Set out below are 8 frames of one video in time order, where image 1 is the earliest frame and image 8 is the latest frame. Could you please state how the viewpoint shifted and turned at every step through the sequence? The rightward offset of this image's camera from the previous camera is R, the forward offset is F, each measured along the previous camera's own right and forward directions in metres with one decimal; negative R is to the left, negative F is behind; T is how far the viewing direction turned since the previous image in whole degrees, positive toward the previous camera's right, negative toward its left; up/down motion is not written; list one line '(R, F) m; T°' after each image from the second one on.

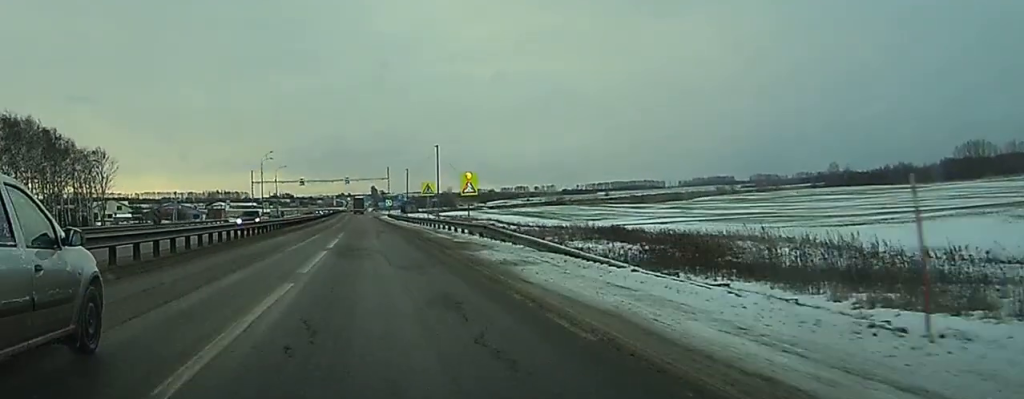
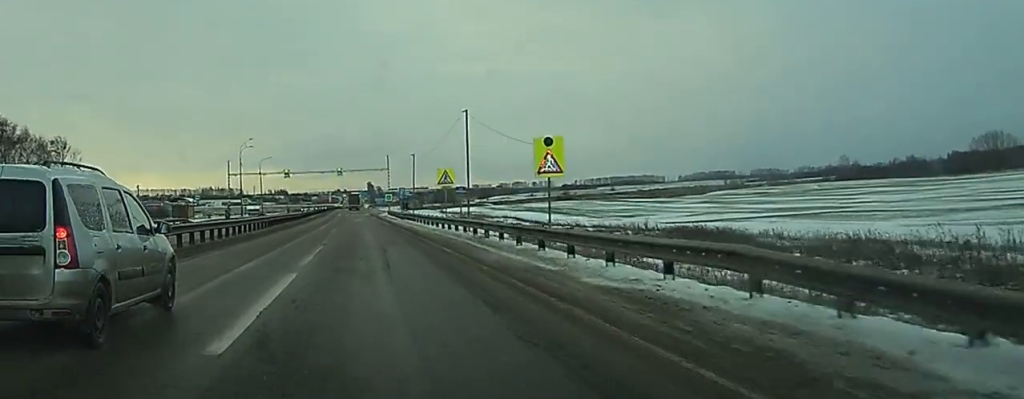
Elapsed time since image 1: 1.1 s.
(-0.5, +22.4) m; -1°
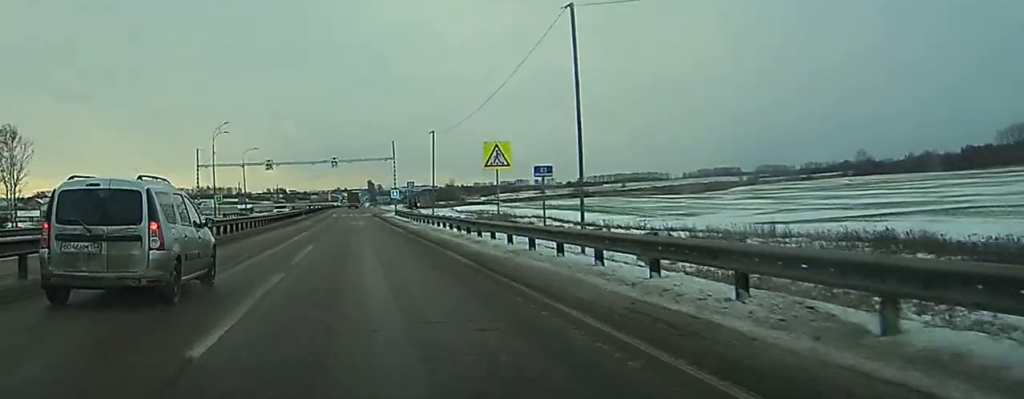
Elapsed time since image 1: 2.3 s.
(+0.2, +24.1) m; 0°
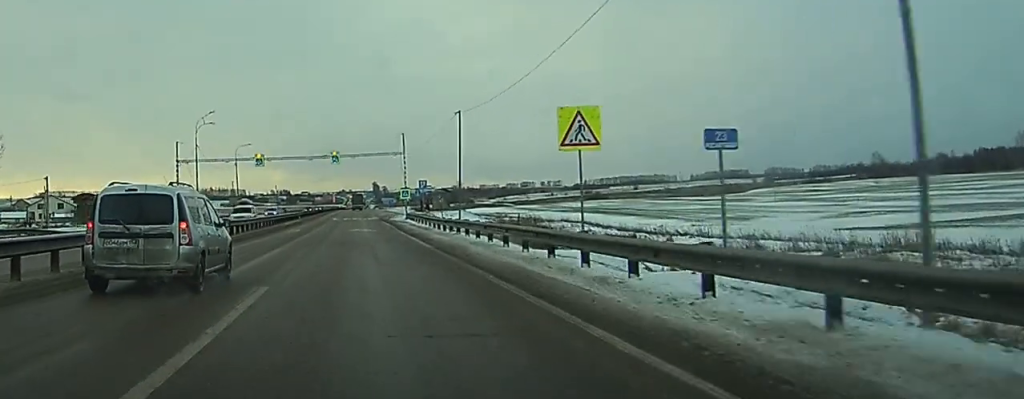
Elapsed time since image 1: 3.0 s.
(0.0, +14.0) m; 0°
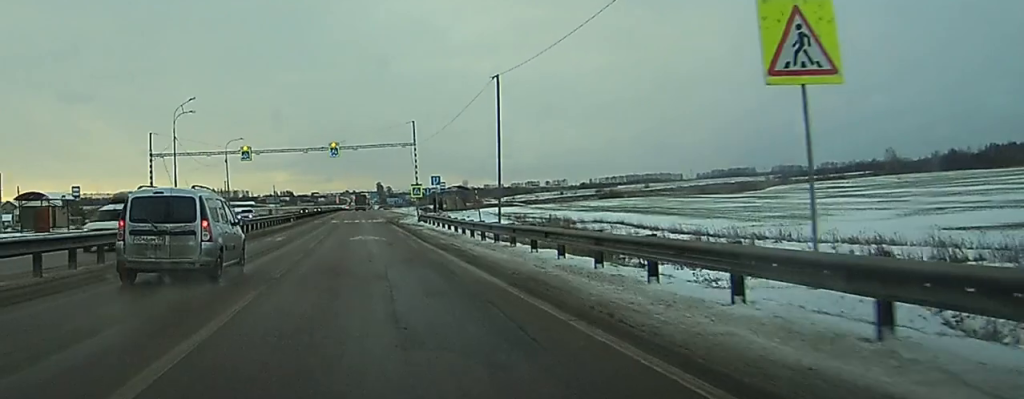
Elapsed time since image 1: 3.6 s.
(0.0, +12.7) m; 0°
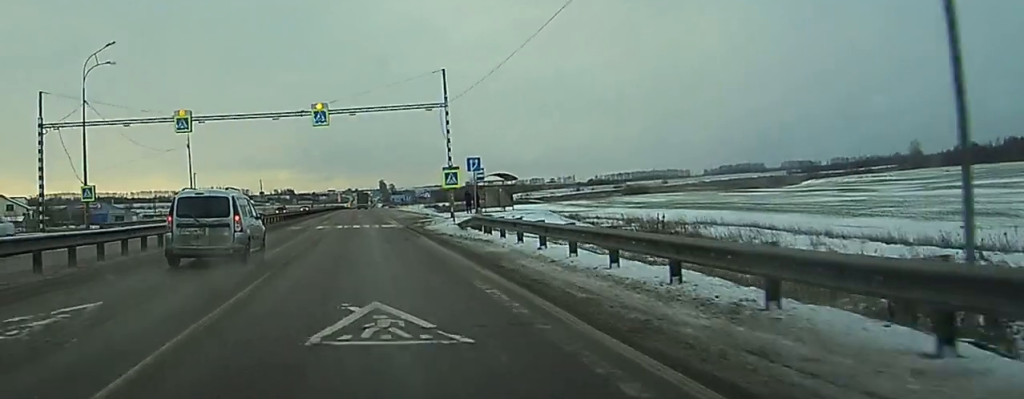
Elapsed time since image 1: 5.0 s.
(+0.1, +27.8) m; 0°
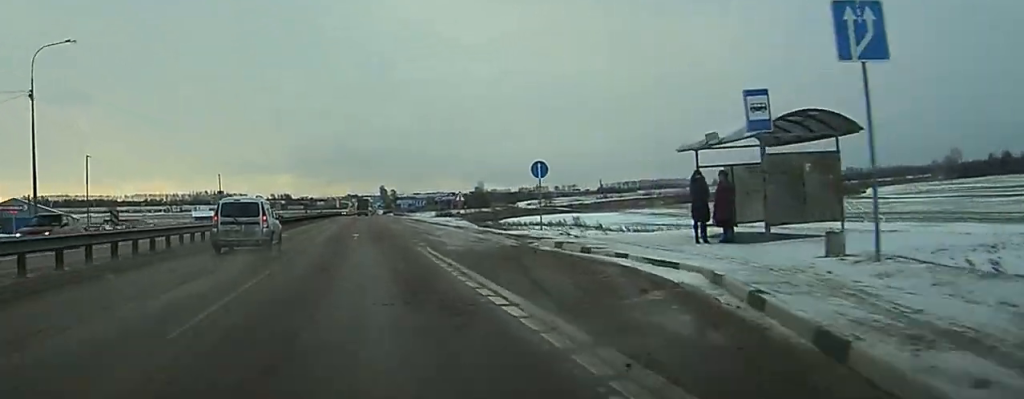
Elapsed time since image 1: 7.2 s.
(-0.4, +46.3) m; -1°
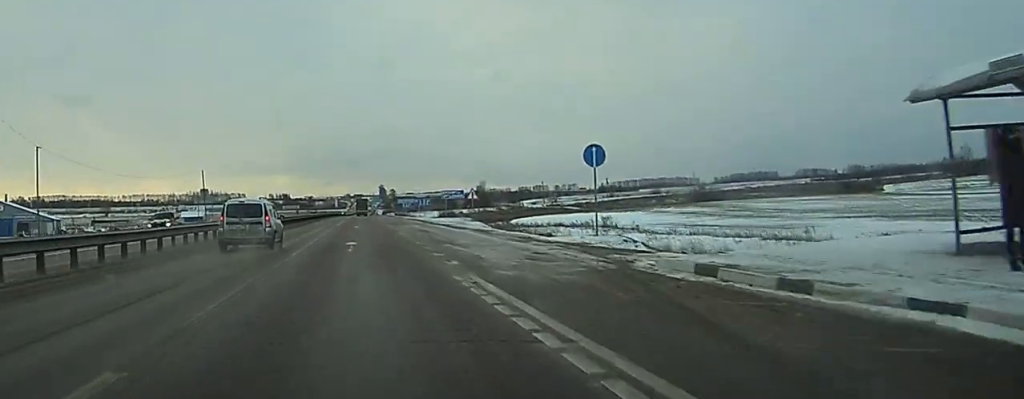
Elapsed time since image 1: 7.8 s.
(0.0, +11.2) m; 0°
